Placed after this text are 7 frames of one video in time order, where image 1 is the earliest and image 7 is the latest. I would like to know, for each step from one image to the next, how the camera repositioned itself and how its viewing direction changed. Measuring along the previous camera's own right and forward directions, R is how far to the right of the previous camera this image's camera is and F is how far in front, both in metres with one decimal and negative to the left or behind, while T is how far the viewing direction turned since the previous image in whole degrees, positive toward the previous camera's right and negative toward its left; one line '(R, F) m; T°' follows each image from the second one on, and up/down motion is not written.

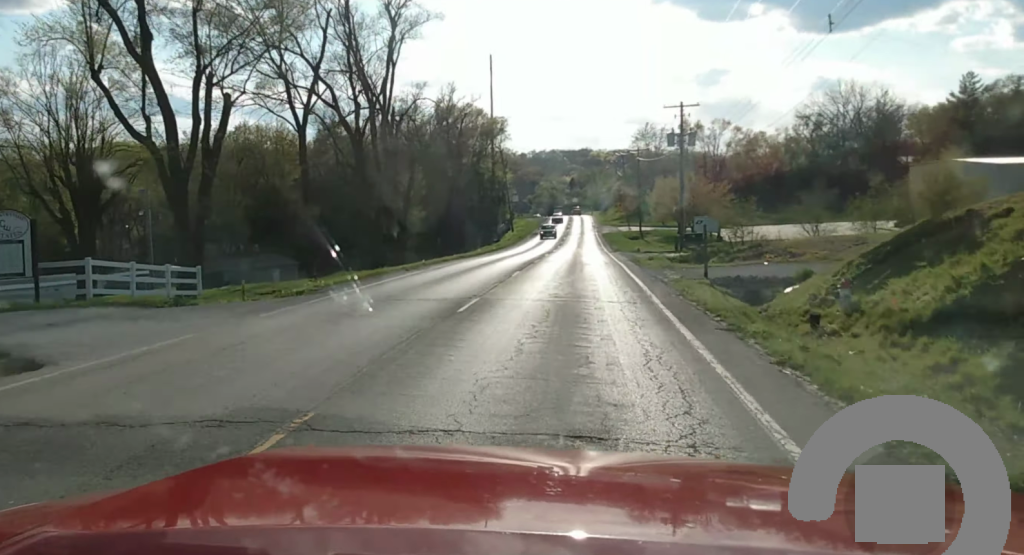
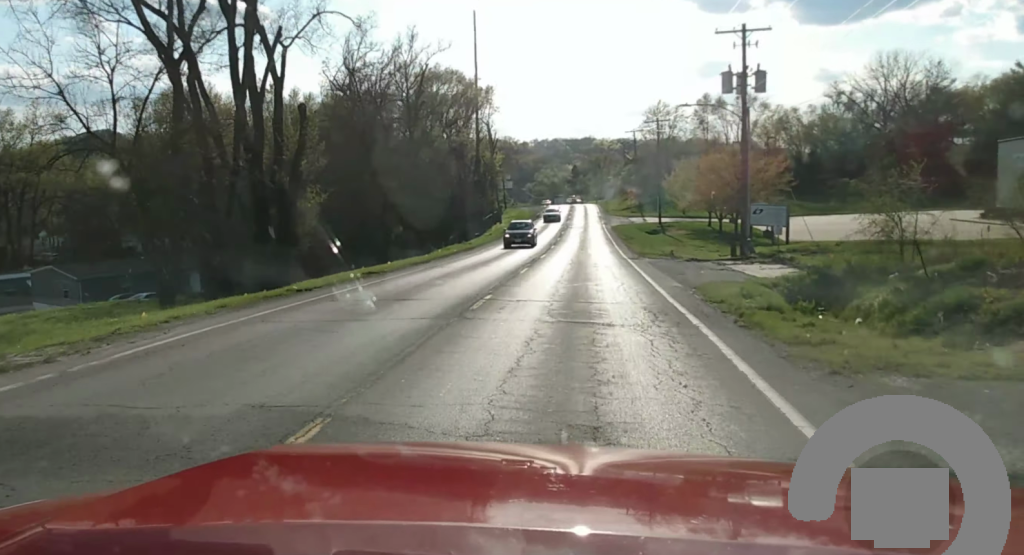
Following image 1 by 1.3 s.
(-0.2, +24.5) m; -1°
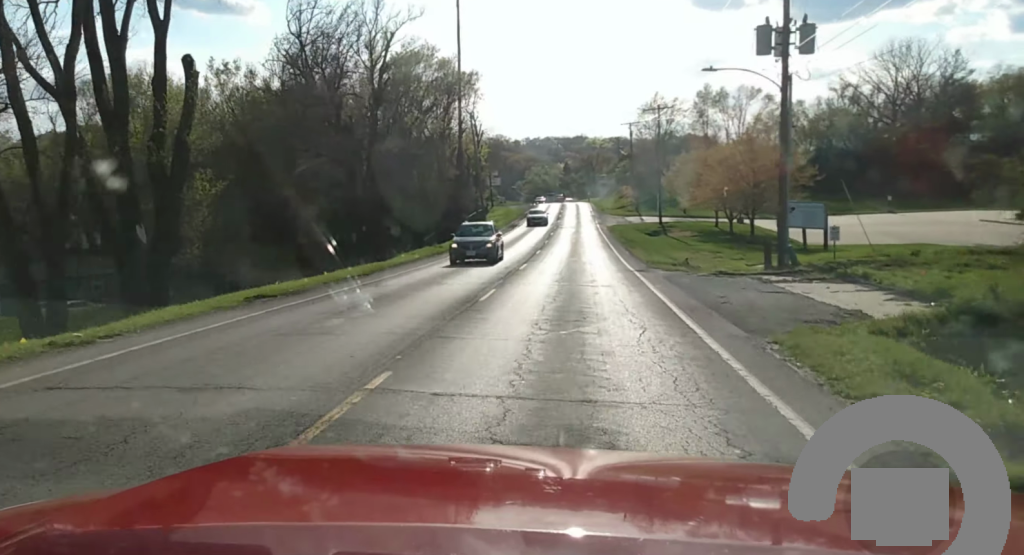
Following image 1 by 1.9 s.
(0.0, +9.9) m; 0°
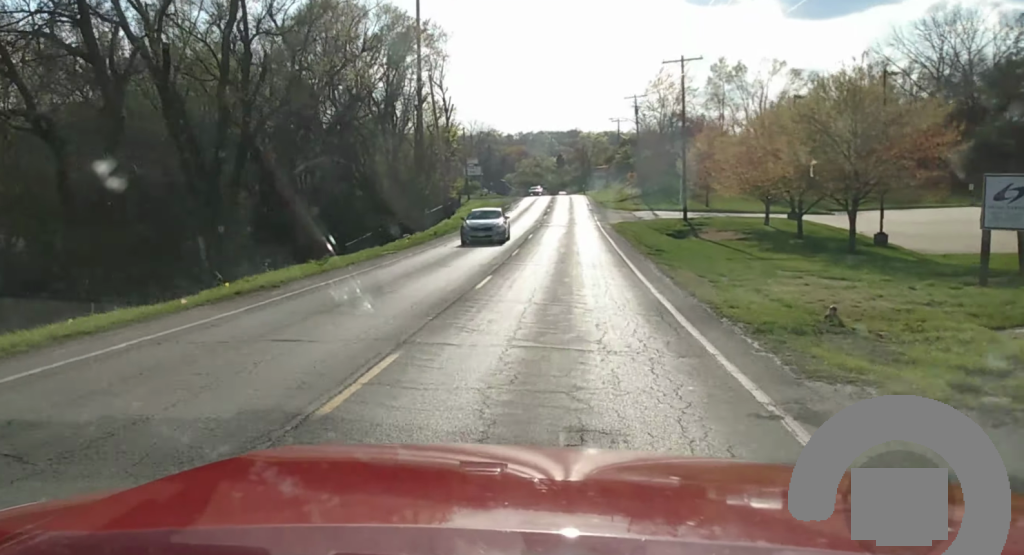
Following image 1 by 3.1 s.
(0.0, +23.2) m; 0°
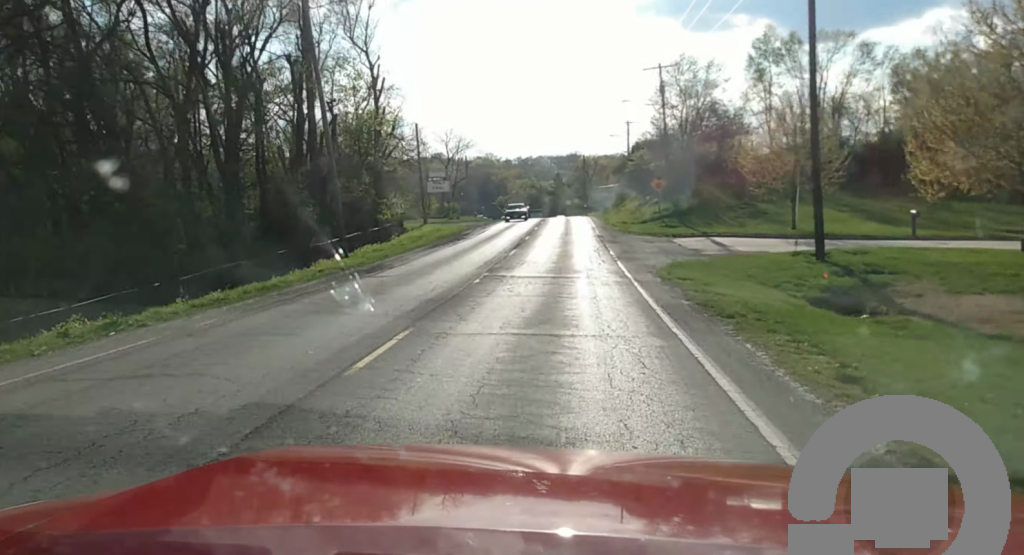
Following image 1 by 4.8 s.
(-0.2, +33.9) m; 0°
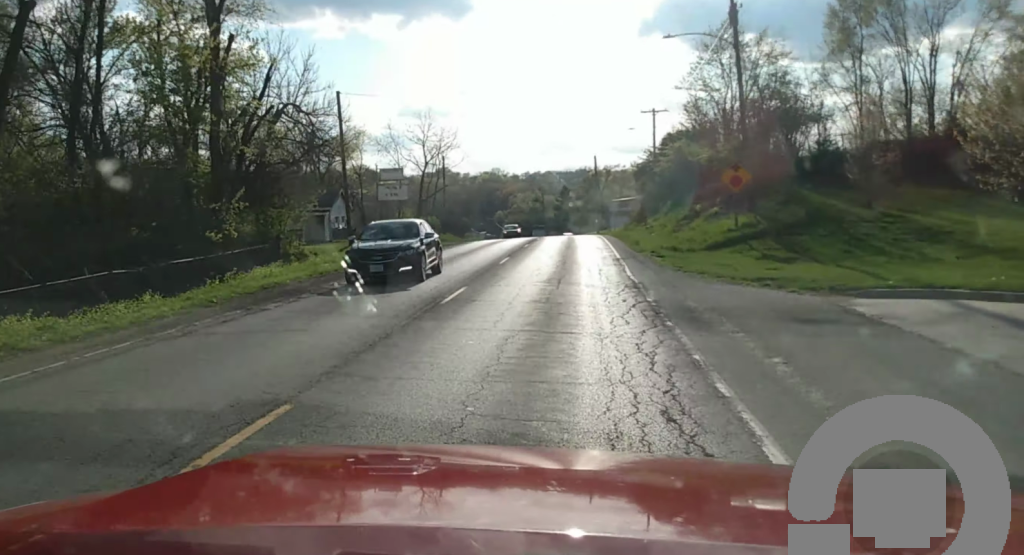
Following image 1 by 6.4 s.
(+0.1, +29.6) m; 0°
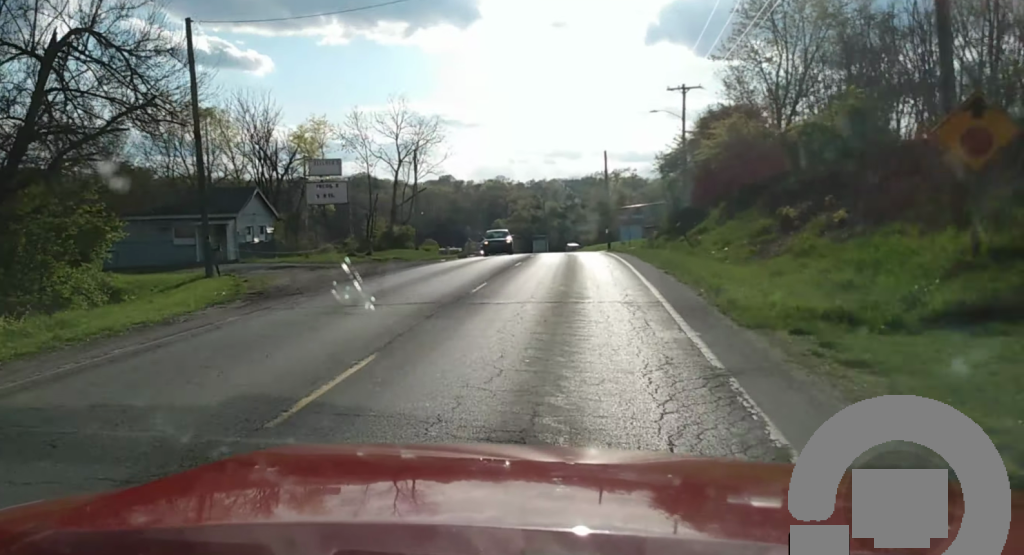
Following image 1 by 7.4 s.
(0.0, +21.4) m; 0°
